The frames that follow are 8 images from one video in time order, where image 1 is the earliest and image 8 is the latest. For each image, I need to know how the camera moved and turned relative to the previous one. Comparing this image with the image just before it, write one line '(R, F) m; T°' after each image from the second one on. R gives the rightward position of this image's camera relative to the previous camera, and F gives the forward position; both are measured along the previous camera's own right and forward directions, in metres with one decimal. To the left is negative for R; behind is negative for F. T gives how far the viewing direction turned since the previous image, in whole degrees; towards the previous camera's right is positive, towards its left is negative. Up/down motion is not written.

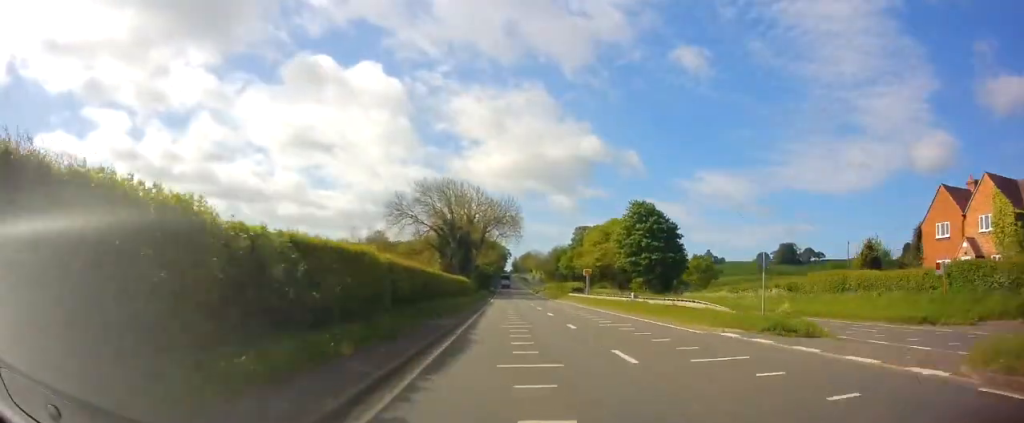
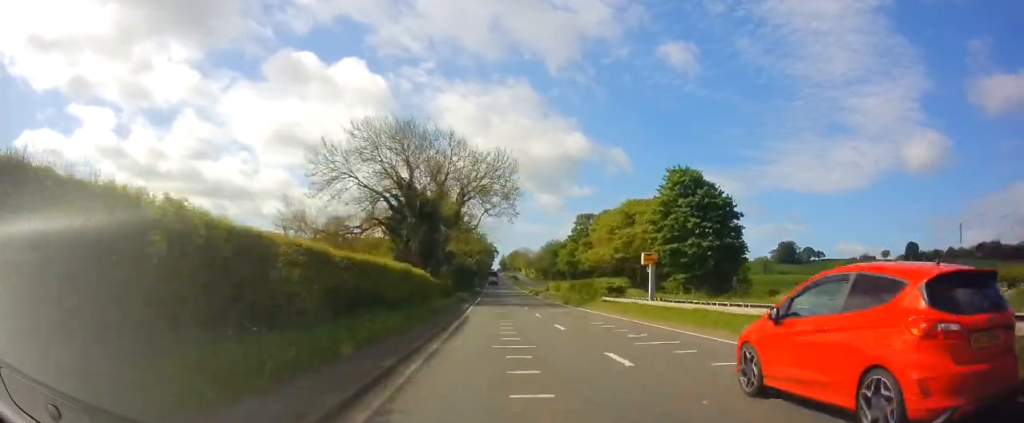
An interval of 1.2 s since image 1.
(+0.2, +26.2) m; +2°
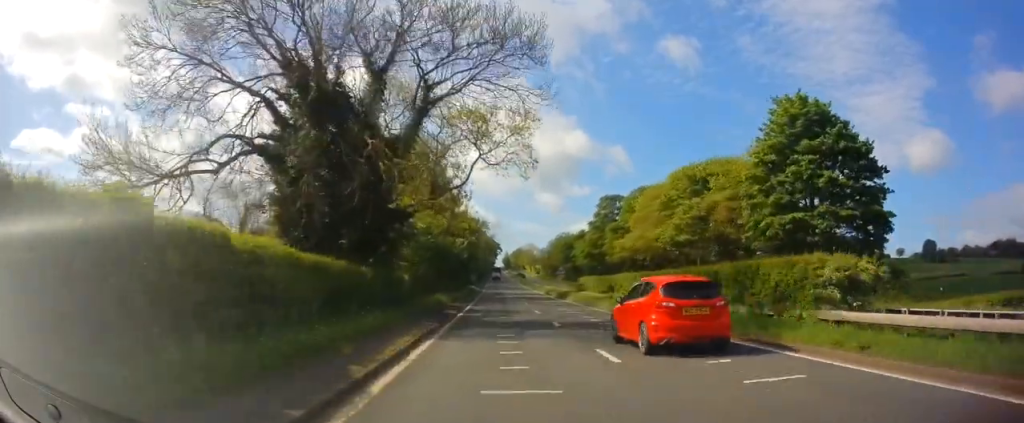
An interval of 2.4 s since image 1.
(+0.5, +25.8) m; 0°
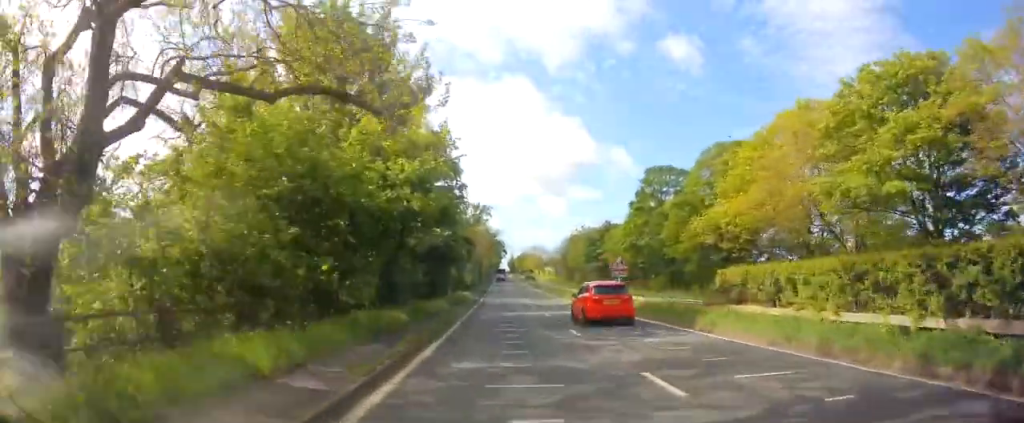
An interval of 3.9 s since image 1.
(-0.6, +29.2) m; -1°
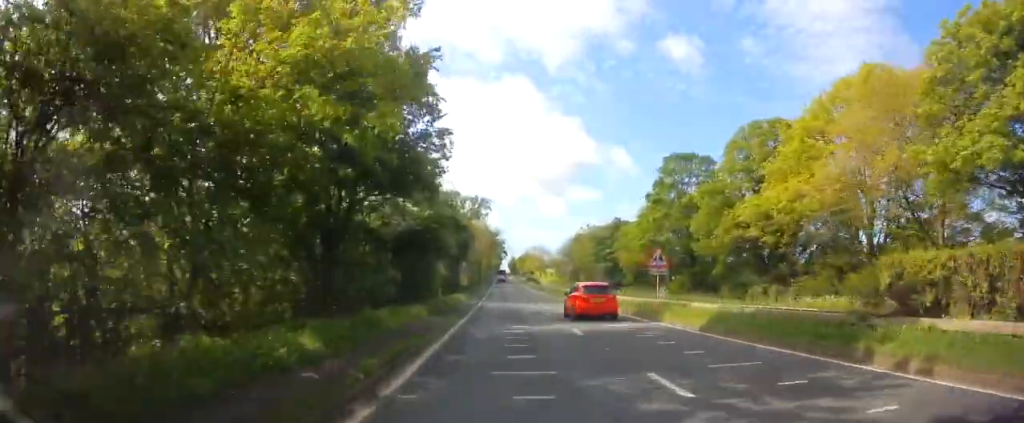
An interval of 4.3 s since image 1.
(+0.1, +8.7) m; 0°
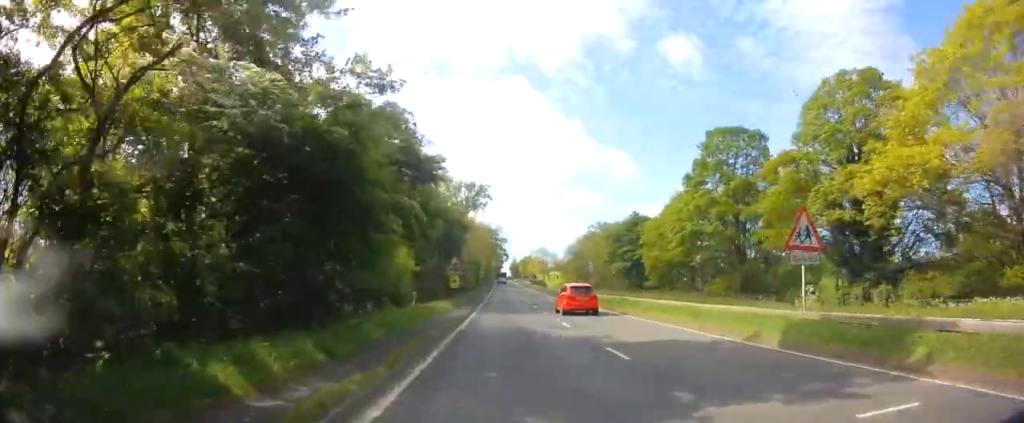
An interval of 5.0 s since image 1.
(-0.2, +13.8) m; 0°
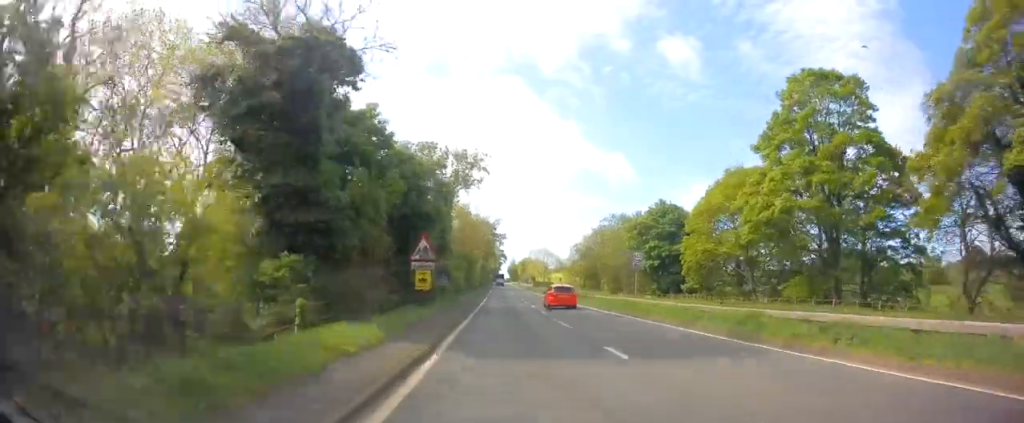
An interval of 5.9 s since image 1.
(+0.1, +16.9) m; 0°
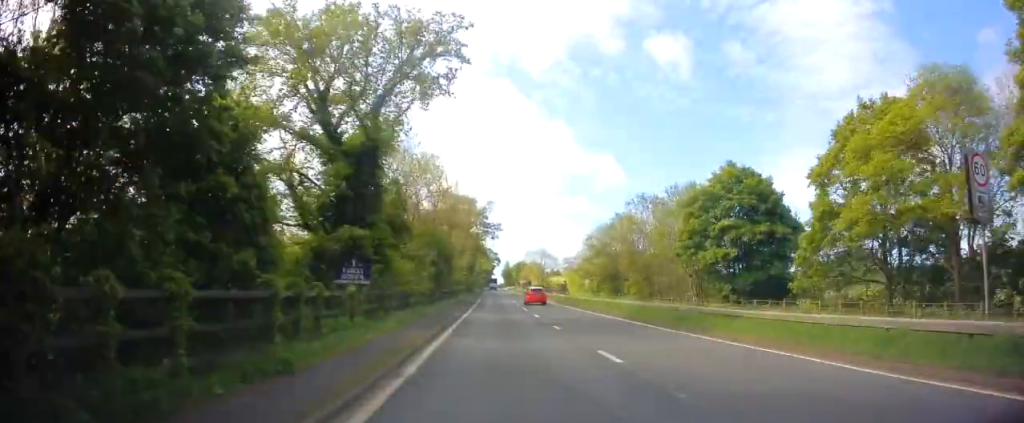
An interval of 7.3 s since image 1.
(-0.1, +26.6) m; 0°
